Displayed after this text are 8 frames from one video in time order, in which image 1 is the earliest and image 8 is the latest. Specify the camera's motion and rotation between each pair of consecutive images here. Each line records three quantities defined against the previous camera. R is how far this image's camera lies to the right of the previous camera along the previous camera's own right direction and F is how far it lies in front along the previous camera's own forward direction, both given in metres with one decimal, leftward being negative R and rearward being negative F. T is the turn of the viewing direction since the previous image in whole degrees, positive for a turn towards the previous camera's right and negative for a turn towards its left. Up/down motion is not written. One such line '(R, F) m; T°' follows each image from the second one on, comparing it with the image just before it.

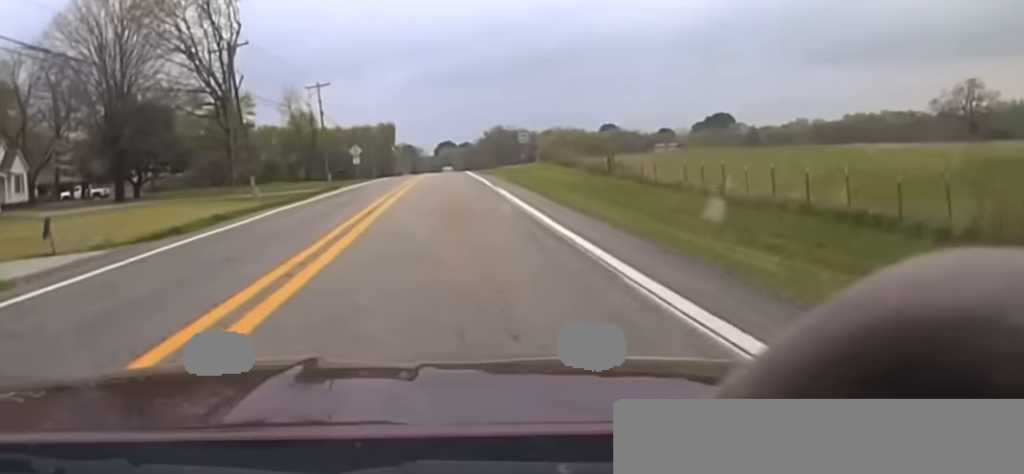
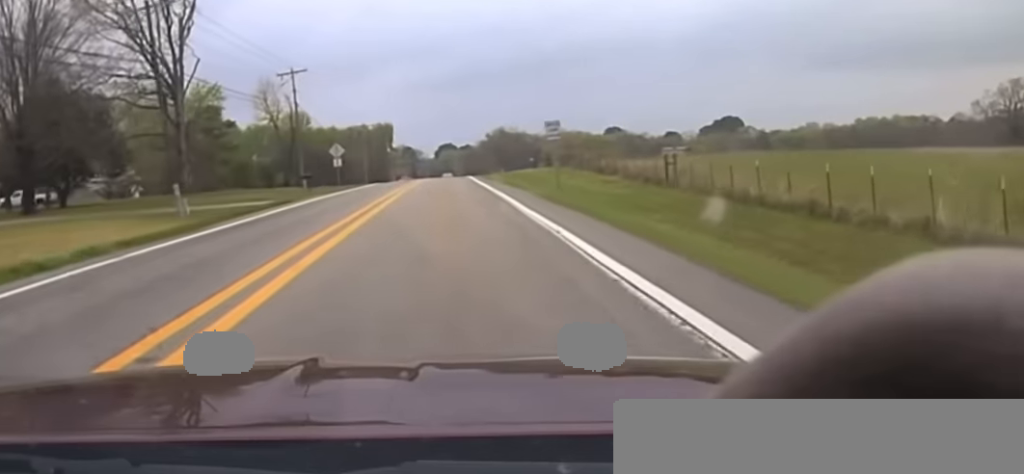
(+0.2, +16.4) m; 0°
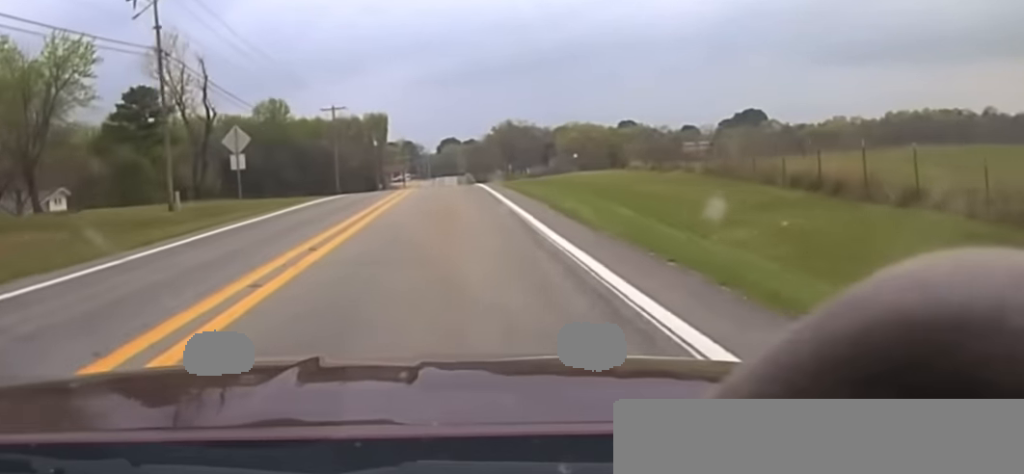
(+0.3, +41.7) m; 0°
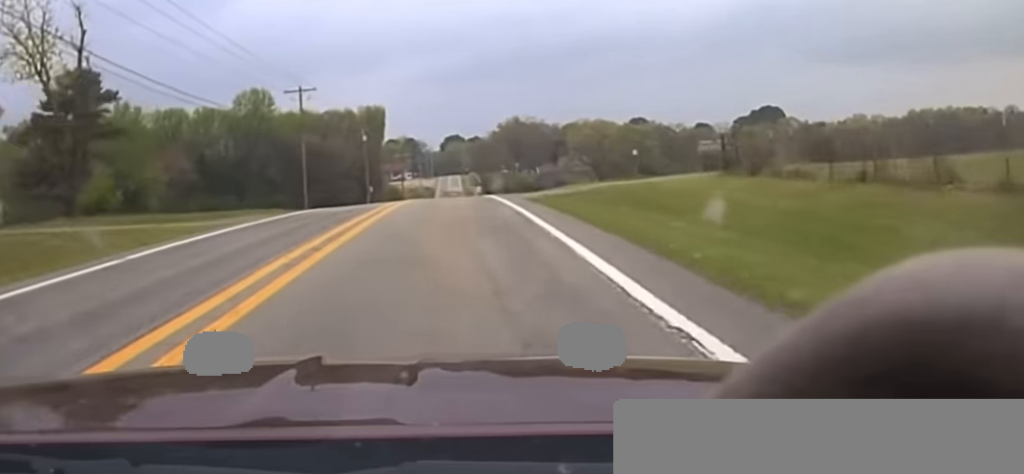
(-0.1, +28.7) m; 0°
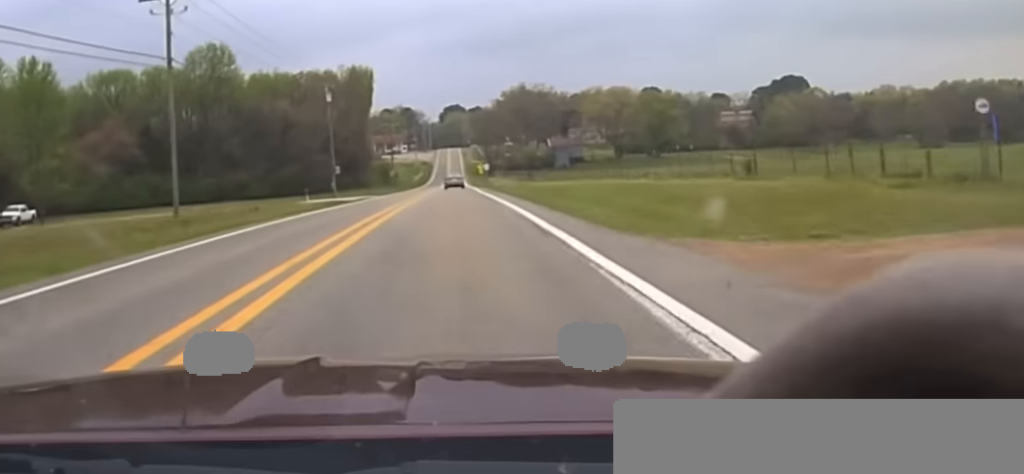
(-0.2, +43.1) m; -1°
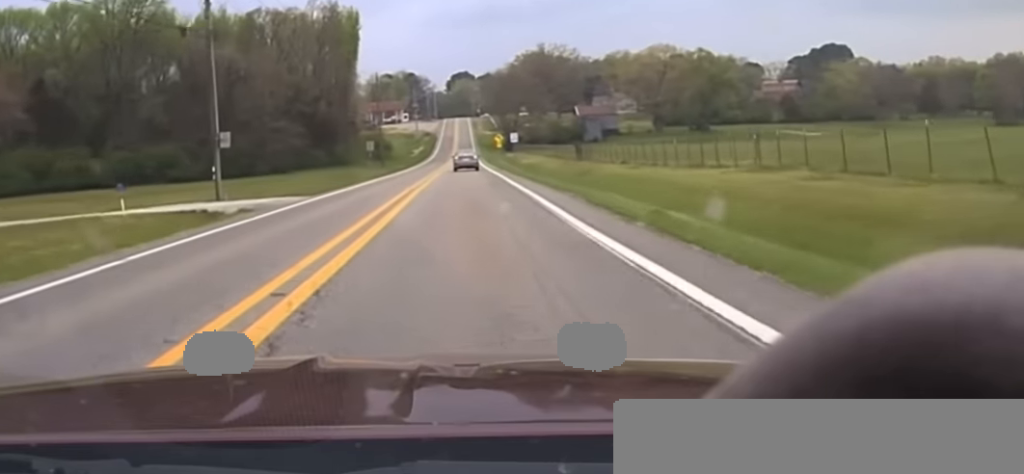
(-0.6, +49.2) m; -1°
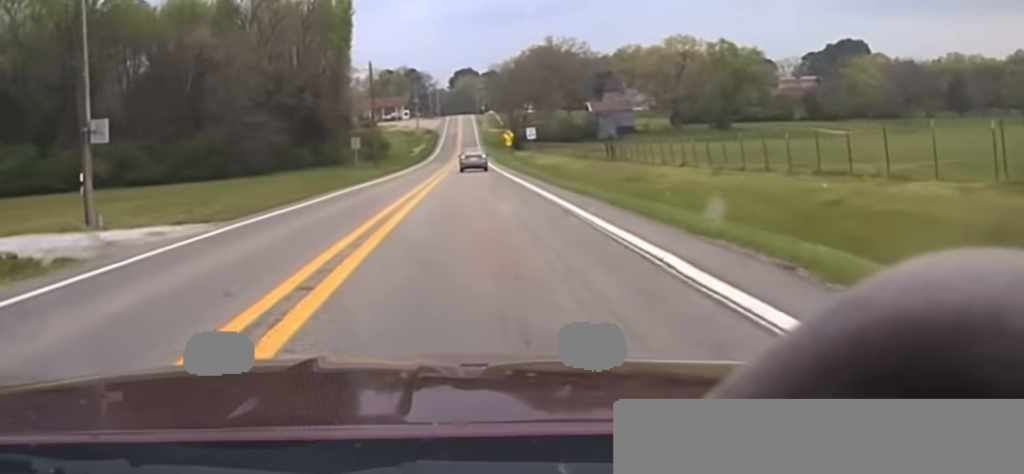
(+0.1, +14.8) m; 0°
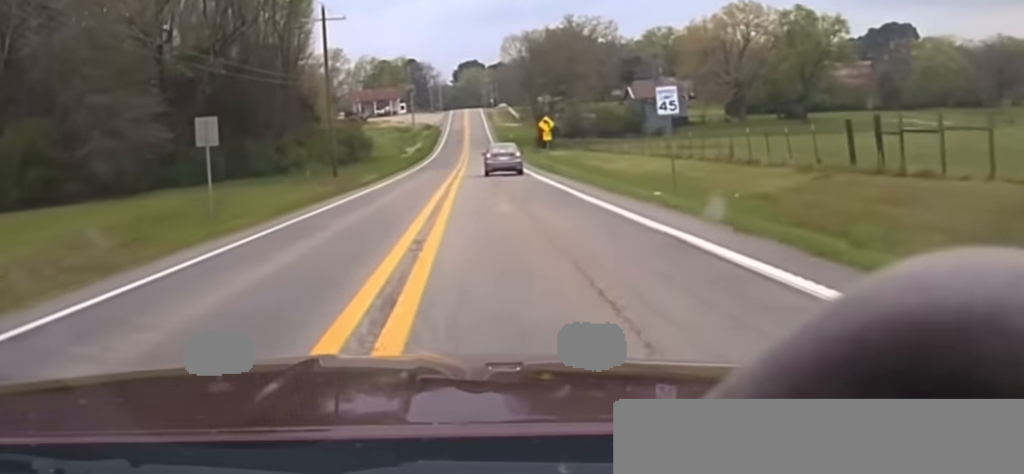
(+0.2, +42.8) m; 0°
